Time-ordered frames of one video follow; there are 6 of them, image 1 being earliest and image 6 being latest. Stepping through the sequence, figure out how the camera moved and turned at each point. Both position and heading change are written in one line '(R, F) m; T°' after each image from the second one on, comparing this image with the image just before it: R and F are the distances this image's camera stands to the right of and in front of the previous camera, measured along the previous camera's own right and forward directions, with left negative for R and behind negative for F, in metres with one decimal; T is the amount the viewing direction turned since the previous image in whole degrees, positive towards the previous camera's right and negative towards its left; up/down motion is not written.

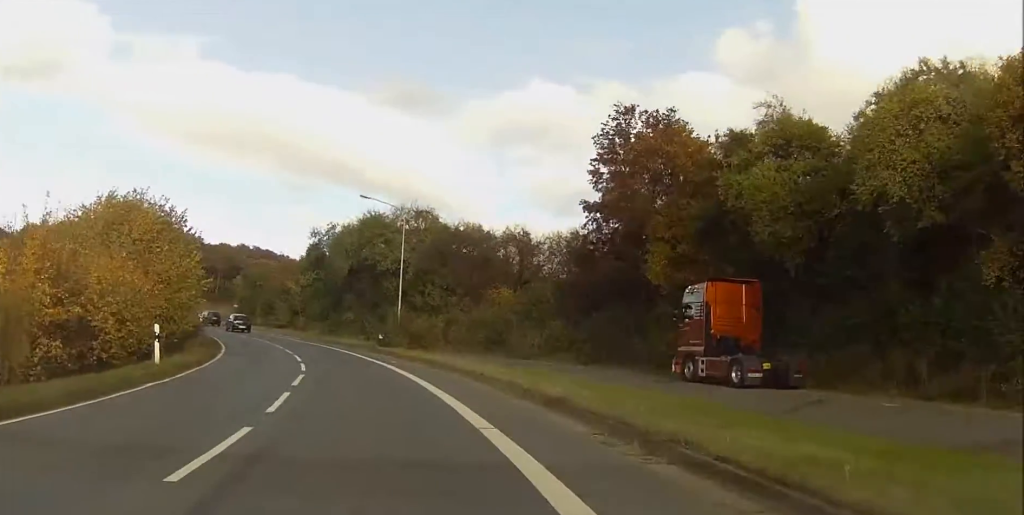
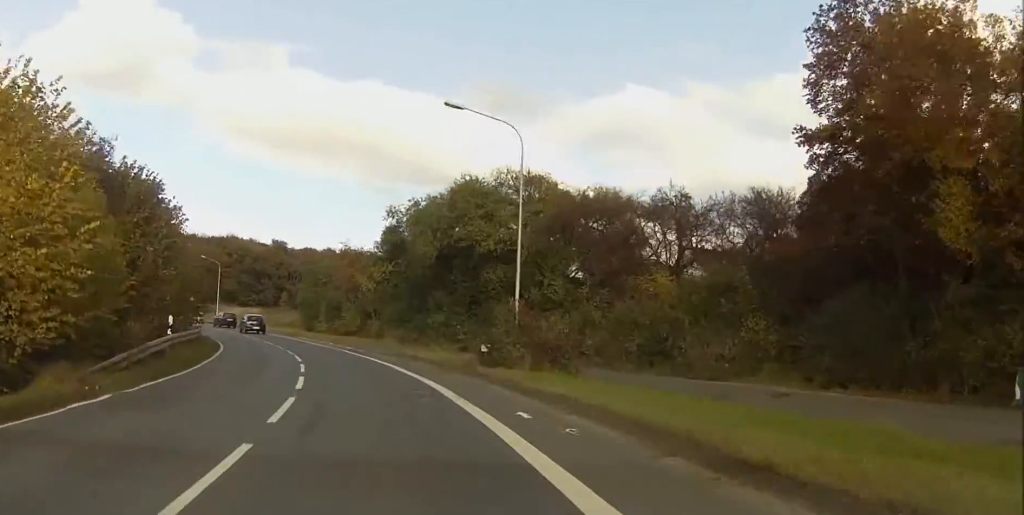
(-1.4, +19.5) m; -8°
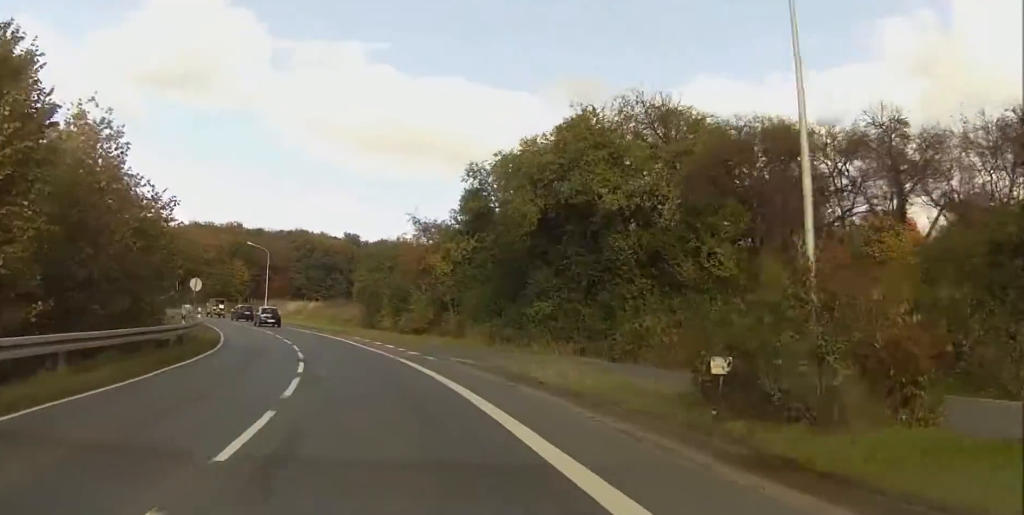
(-0.9, +15.5) m; -5°
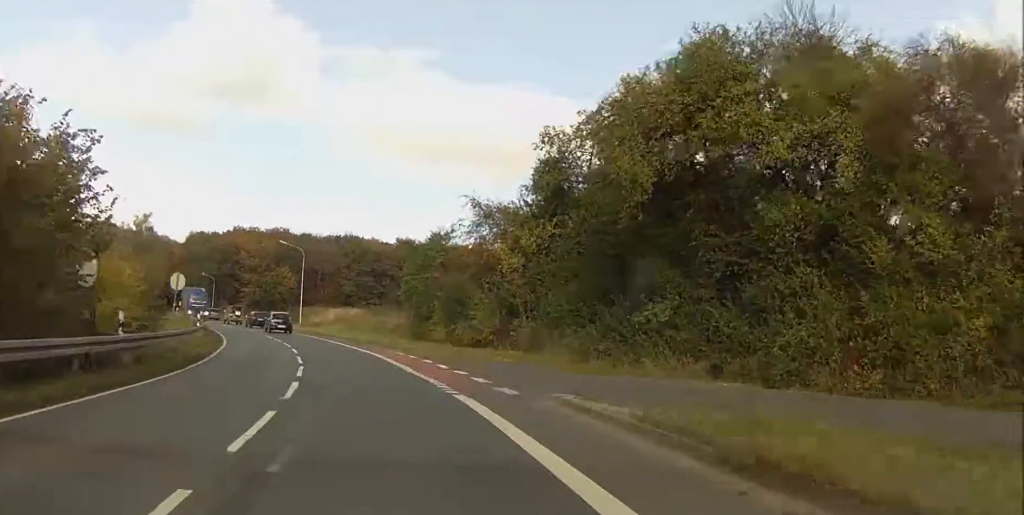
(-0.3, +11.0) m; -2°
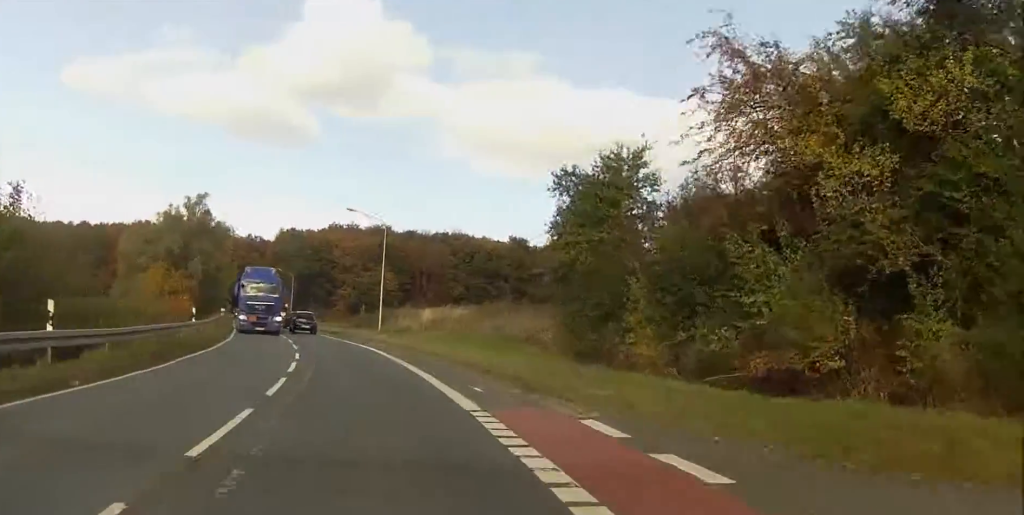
(-0.6, +24.8) m; -5°
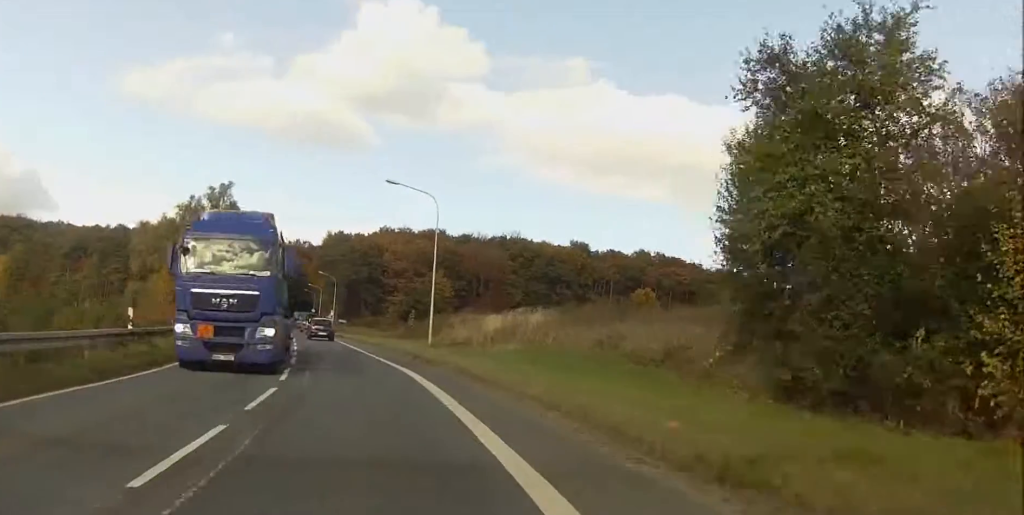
(-0.6, +13.5) m; -4°
